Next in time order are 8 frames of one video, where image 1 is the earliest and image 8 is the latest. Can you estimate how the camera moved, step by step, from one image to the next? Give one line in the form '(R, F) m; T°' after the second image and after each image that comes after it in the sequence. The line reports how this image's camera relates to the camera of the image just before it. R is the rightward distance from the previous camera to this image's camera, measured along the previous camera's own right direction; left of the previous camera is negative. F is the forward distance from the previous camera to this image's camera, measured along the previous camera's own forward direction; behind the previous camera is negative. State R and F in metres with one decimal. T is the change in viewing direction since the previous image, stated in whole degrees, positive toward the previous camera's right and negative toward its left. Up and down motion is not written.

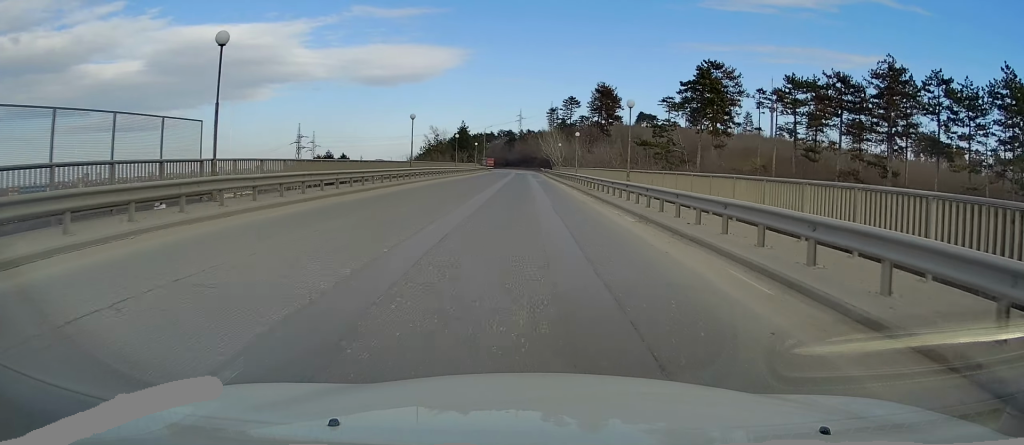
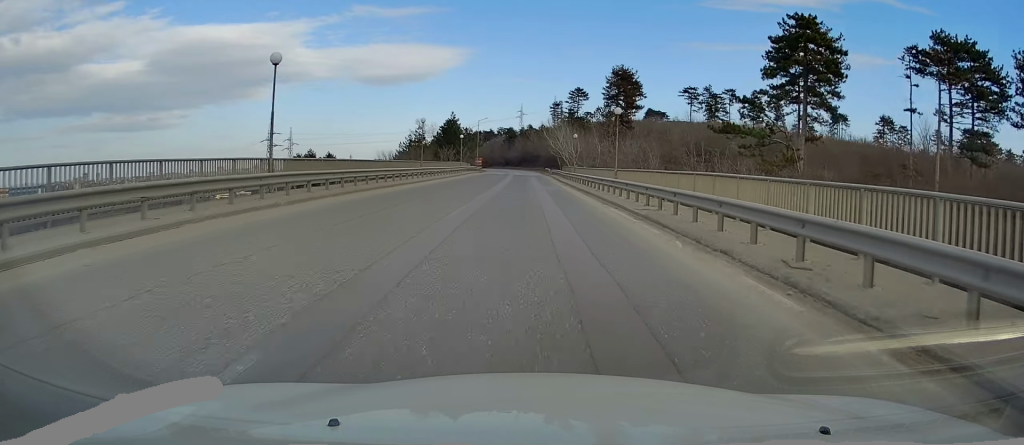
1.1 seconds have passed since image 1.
(0.0, +26.1) m; 0°
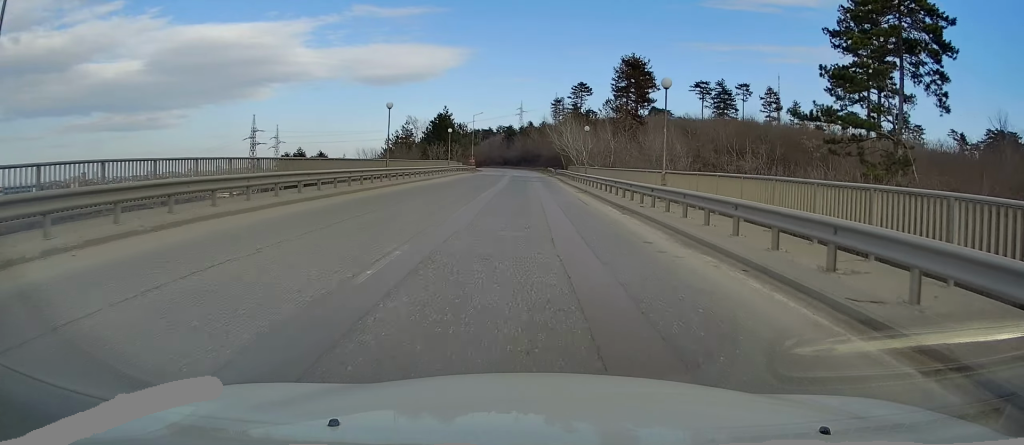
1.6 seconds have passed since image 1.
(0.0, +12.3) m; 0°
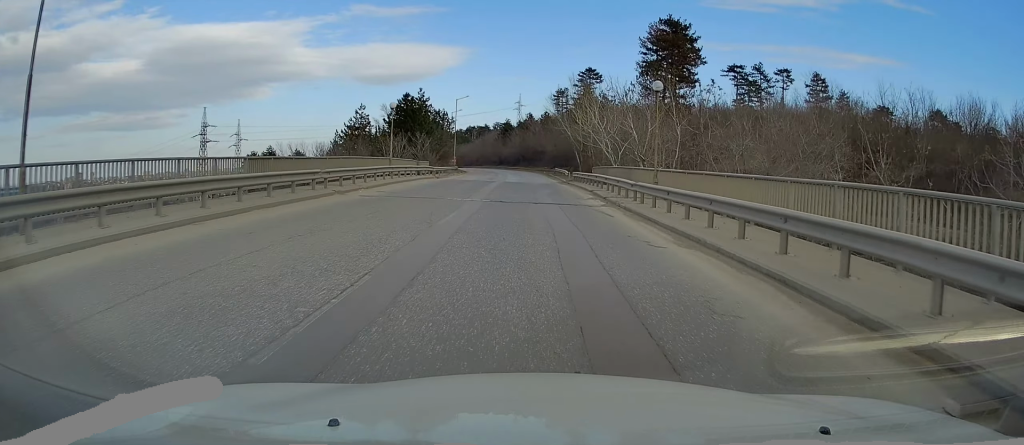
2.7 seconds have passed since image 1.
(+0.1, +28.9) m; 0°
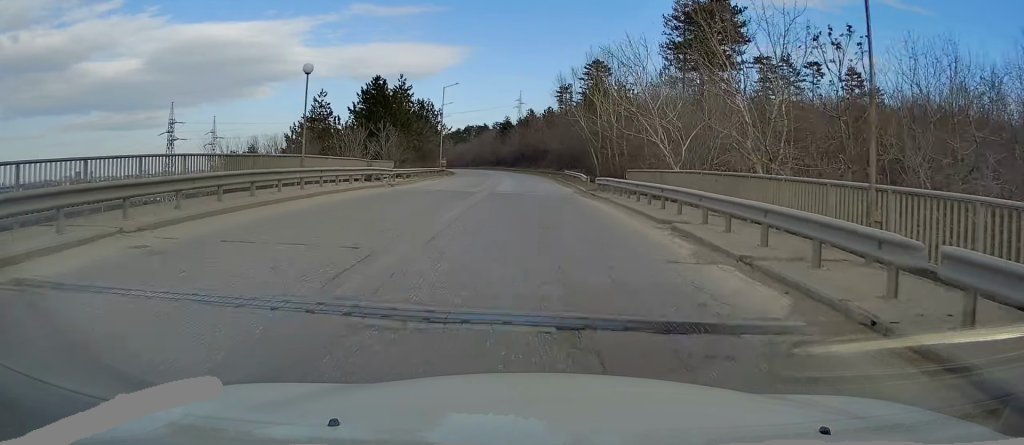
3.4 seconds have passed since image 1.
(+0.1, +15.8) m; 0°
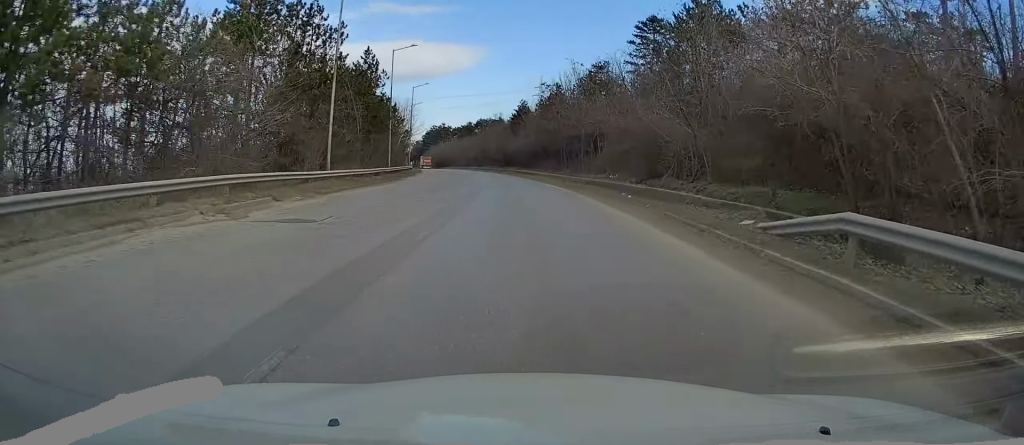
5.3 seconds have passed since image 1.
(-1.0, +49.0) m; -2°
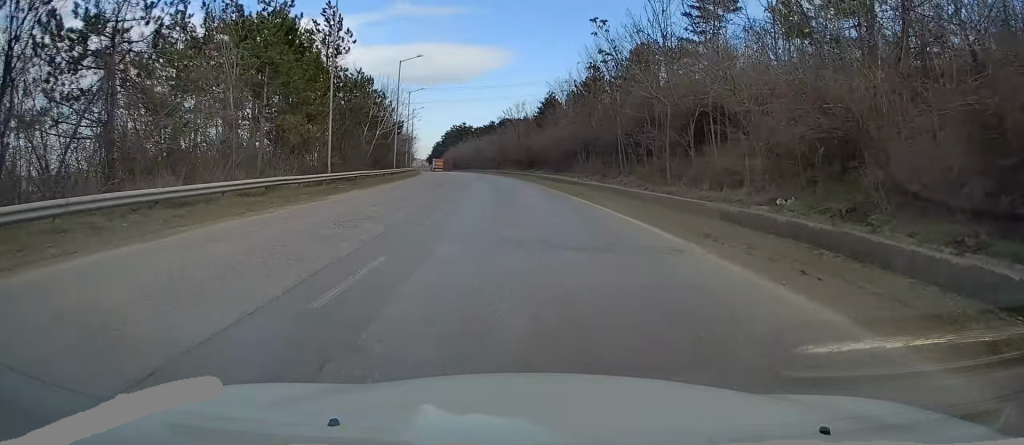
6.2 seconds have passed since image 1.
(-0.1, +22.3) m; -1°
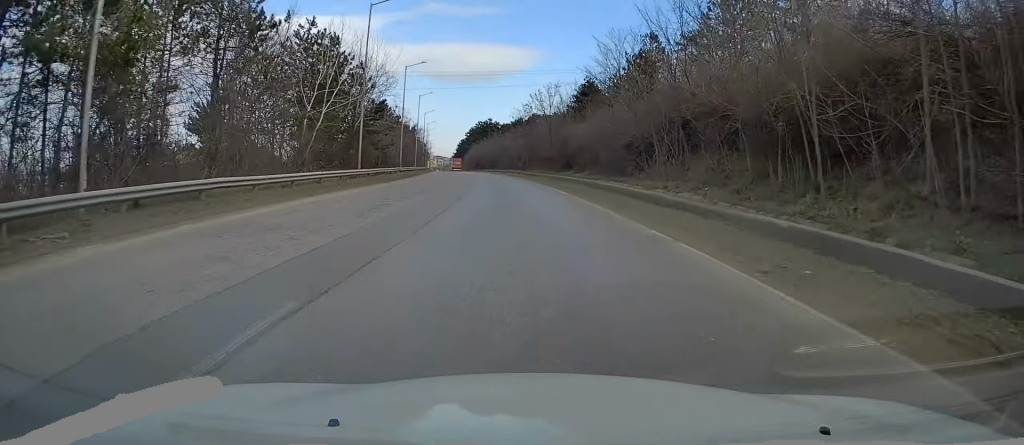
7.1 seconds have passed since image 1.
(-0.4, +20.5) m; -2°
